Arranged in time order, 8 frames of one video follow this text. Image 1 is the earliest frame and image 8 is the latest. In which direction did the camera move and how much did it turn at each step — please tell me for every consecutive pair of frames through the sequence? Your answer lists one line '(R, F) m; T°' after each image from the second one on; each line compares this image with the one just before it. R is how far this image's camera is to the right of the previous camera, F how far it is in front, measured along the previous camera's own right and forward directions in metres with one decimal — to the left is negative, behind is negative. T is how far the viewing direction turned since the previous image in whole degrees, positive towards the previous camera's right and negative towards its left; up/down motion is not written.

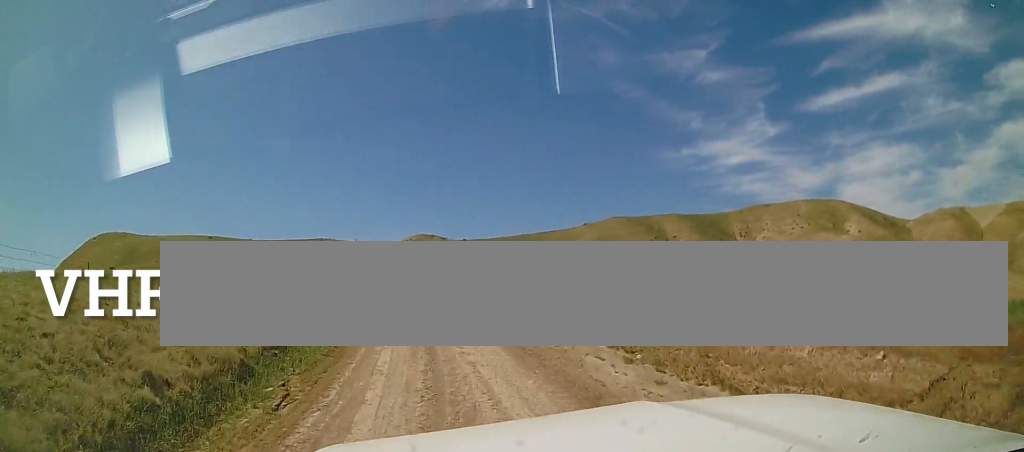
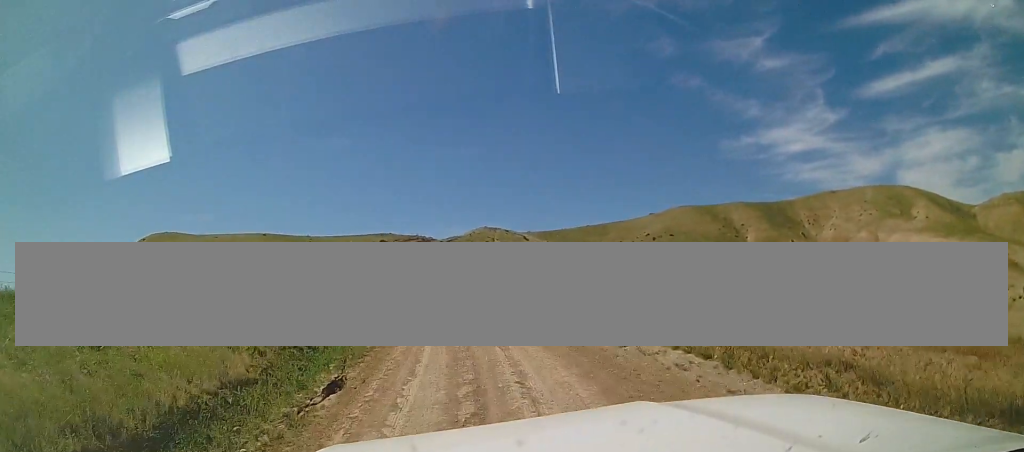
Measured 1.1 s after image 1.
(-0.2, +7.4) m; 0°
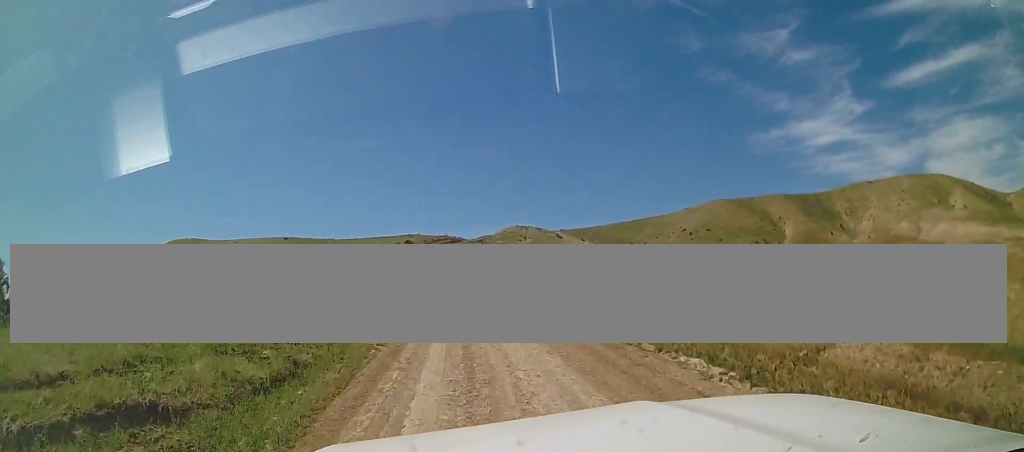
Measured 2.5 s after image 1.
(+0.2, +9.5) m; -3°
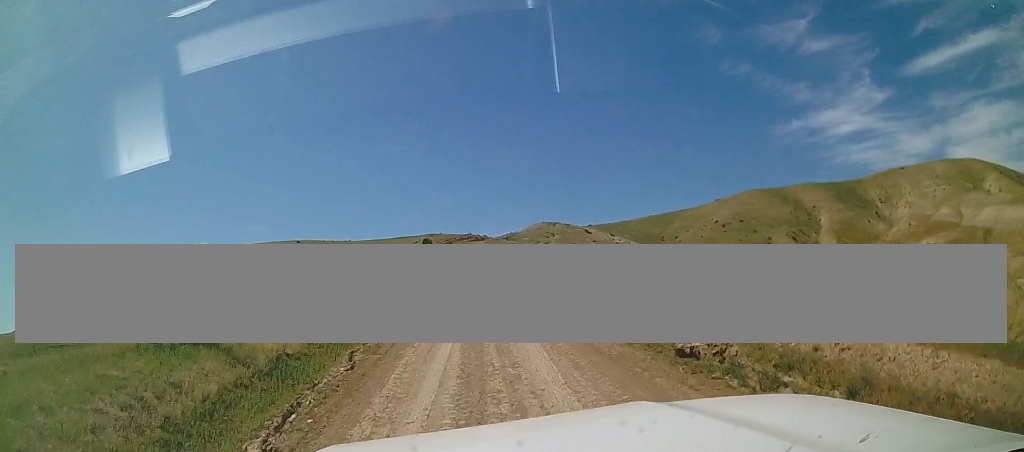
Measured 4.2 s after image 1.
(-1.0, +13.3) m; -5°
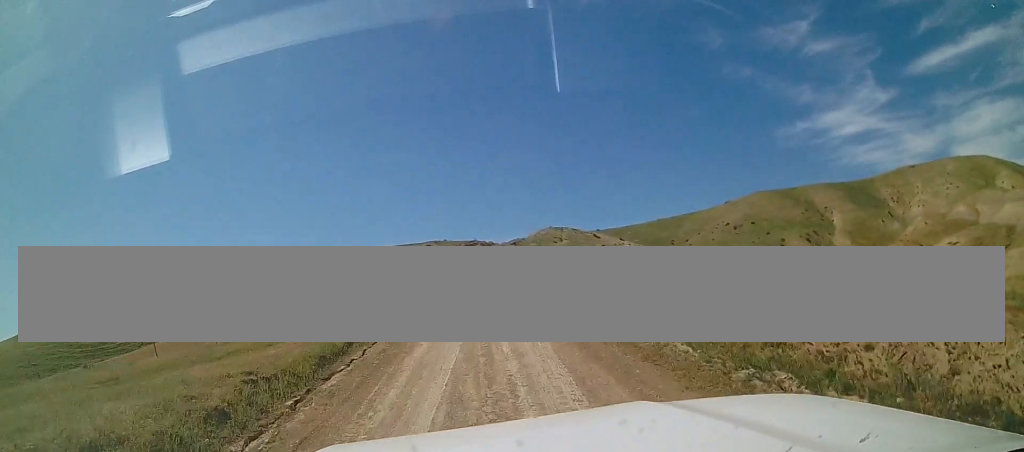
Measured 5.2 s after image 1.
(0.0, +7.8) m; +2°
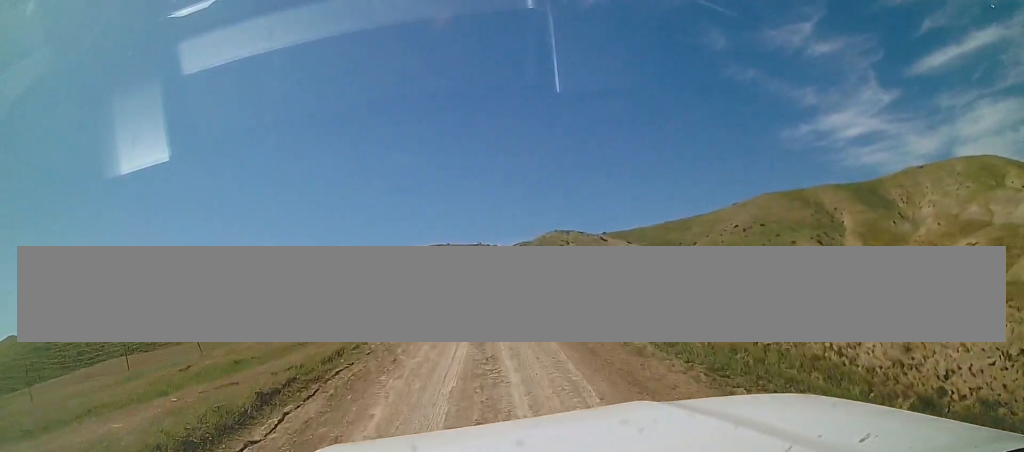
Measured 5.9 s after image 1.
(+0.1, +6.3) m; 0°
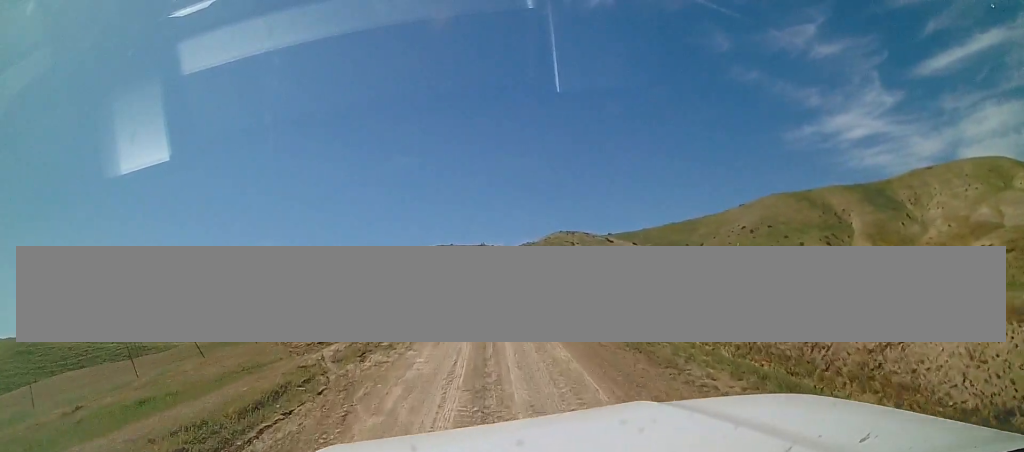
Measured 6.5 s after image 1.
(+0.4, +4.4) m; -2°
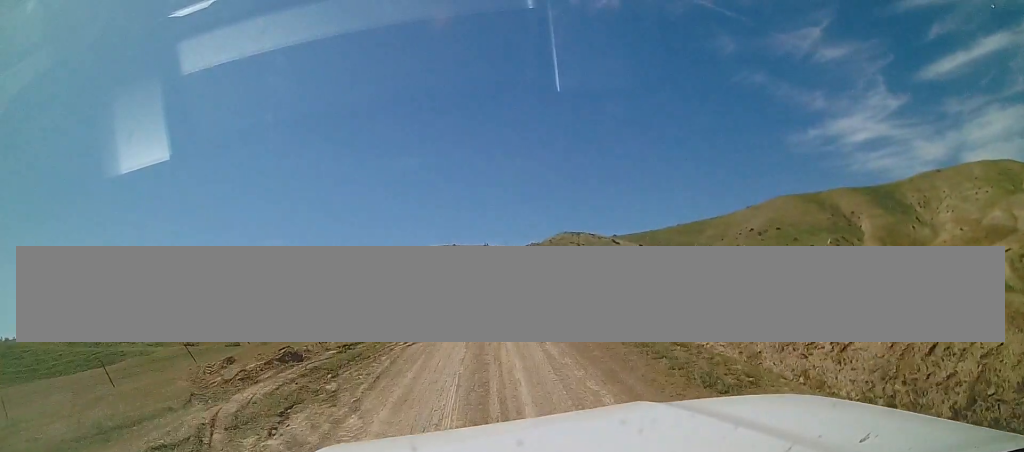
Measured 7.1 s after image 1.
(-0.5, +5.6) m; -1°
